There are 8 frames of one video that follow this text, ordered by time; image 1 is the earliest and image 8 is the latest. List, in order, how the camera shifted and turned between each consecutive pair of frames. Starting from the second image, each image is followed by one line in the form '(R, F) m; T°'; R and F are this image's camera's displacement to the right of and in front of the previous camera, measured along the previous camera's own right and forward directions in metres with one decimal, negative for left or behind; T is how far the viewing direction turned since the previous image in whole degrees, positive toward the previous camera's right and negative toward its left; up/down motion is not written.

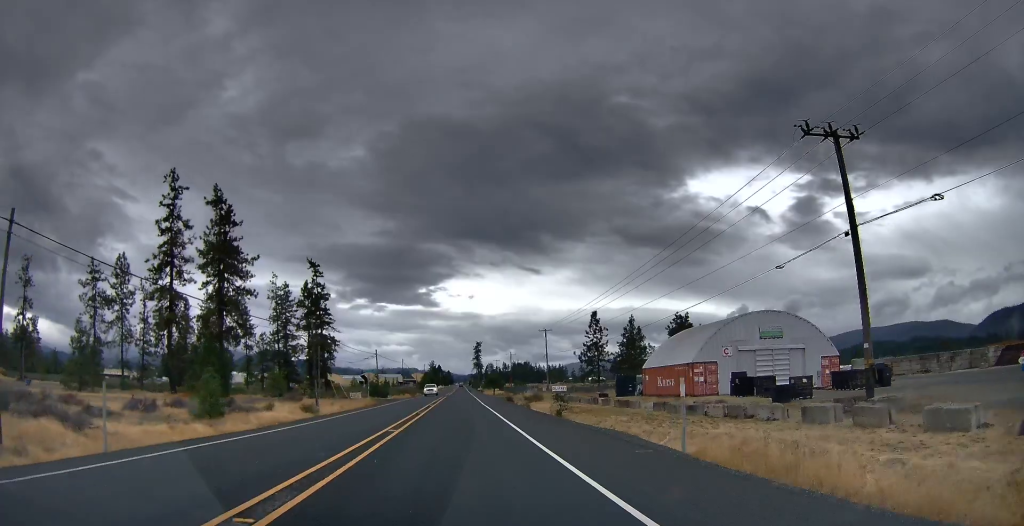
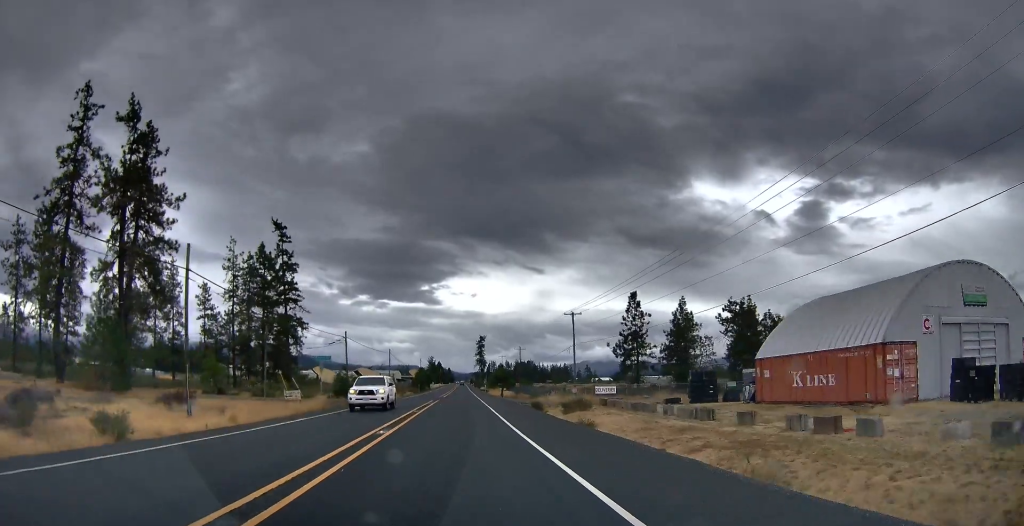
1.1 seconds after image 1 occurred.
(0.0, +58.6) m; 0°
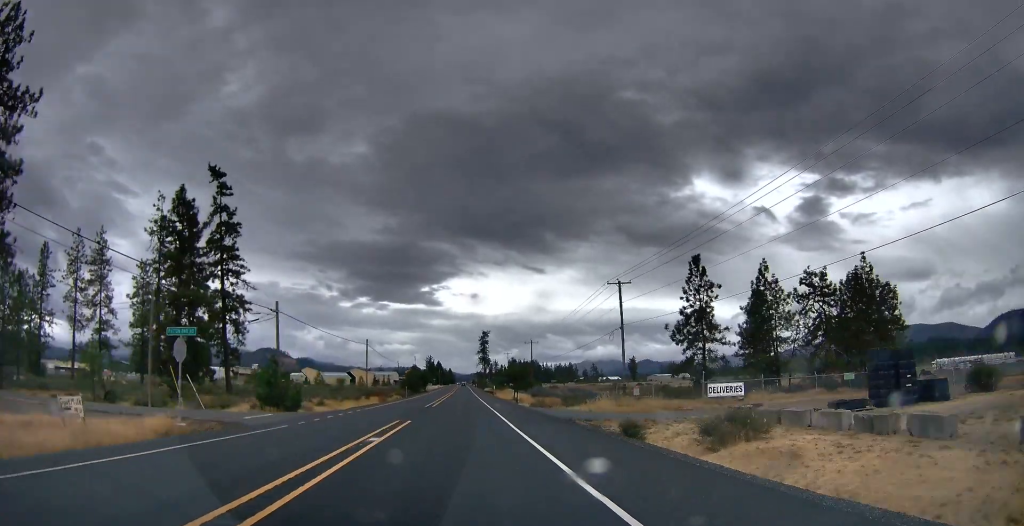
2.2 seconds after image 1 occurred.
(-0.2, +48.6) m; -1°
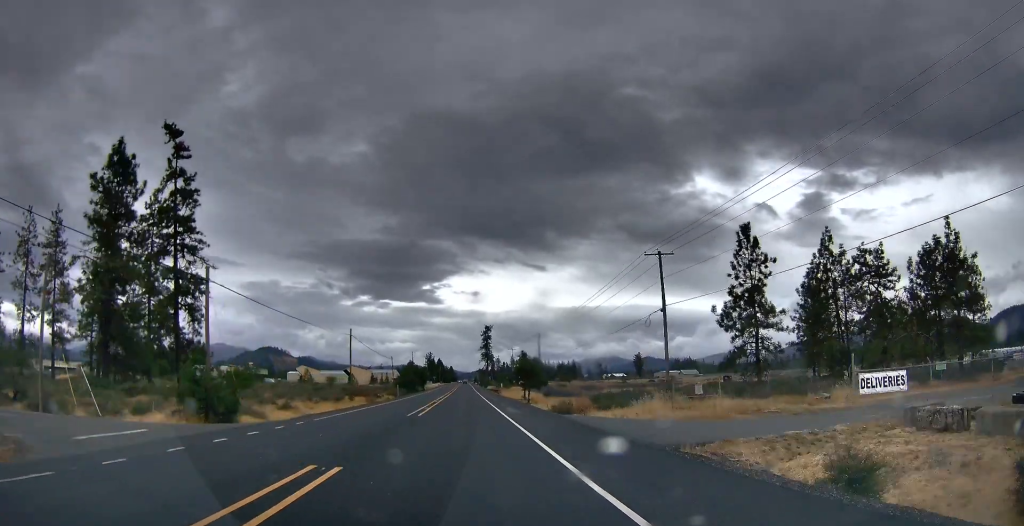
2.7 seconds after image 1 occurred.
(-0.1, +20.4) m; 0°
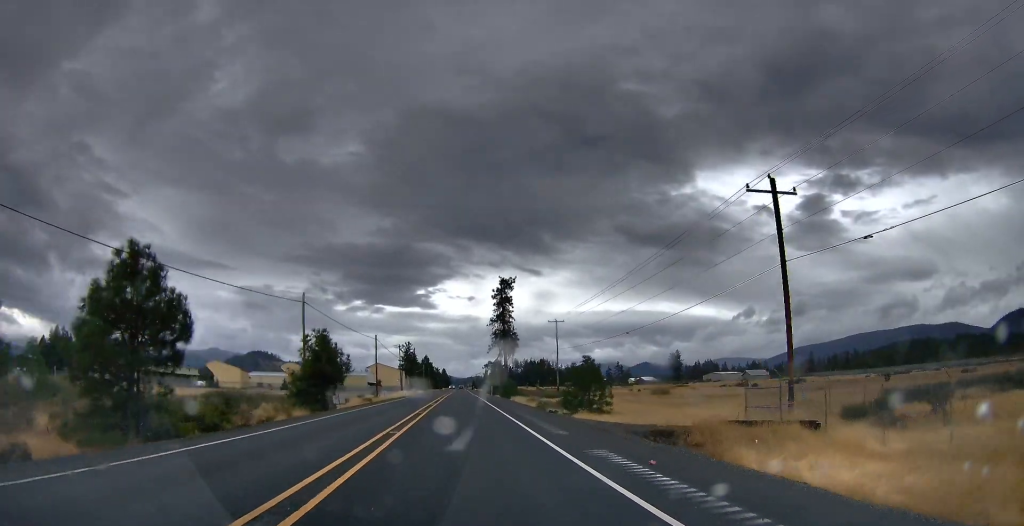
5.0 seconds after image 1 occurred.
(+1.7, +66.8) m; +2°
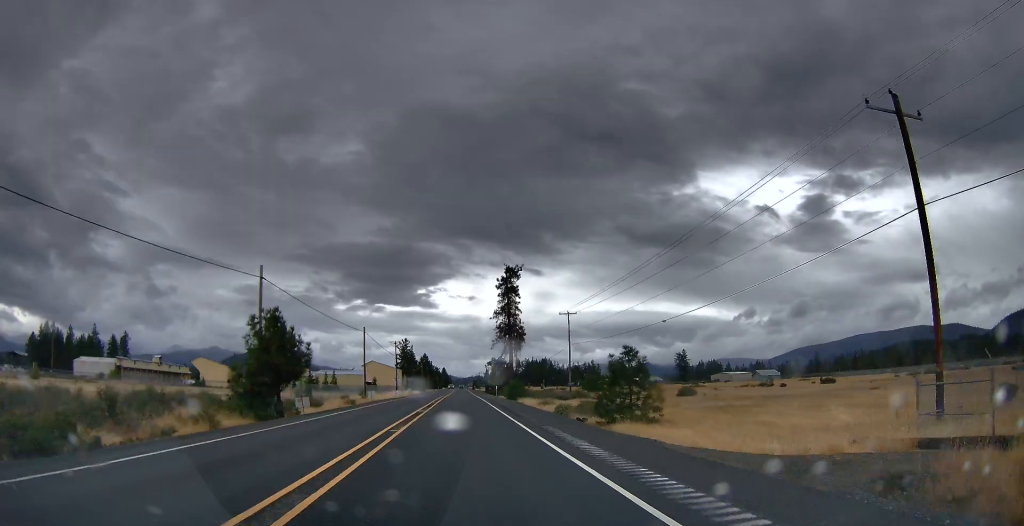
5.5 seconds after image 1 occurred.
(-0.2, +12.3) m; 0°
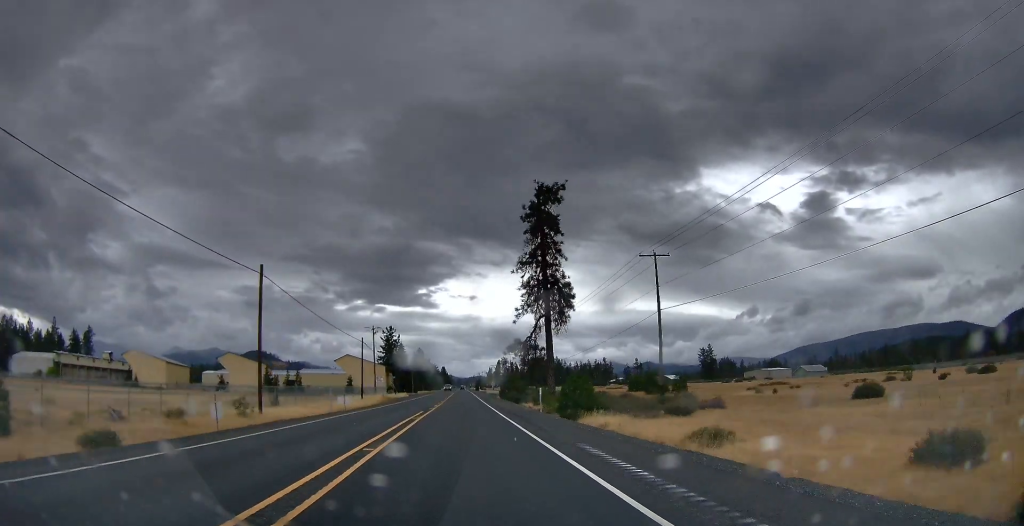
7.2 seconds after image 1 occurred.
(-0.3, +50.3) m; 0°
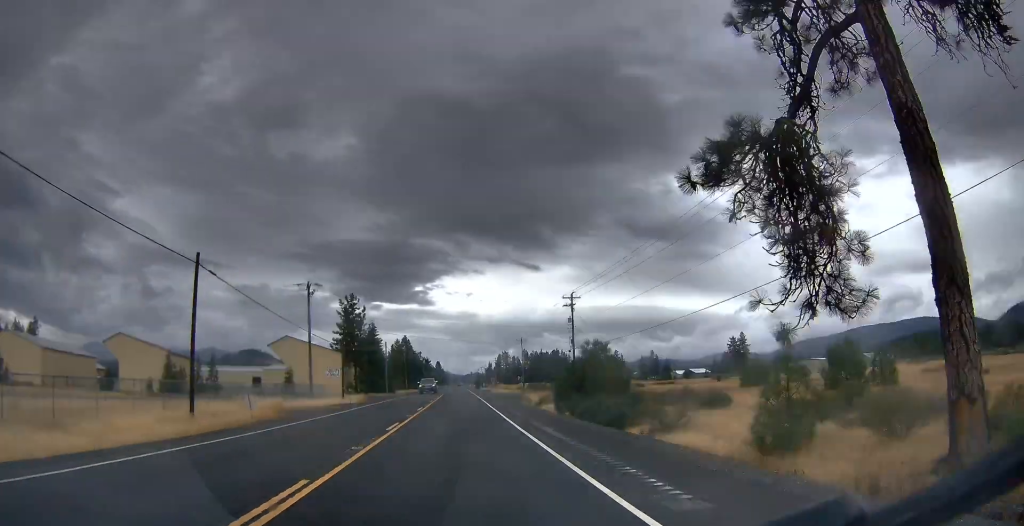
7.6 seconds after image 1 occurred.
(0.0, +13.4) m; 0°
